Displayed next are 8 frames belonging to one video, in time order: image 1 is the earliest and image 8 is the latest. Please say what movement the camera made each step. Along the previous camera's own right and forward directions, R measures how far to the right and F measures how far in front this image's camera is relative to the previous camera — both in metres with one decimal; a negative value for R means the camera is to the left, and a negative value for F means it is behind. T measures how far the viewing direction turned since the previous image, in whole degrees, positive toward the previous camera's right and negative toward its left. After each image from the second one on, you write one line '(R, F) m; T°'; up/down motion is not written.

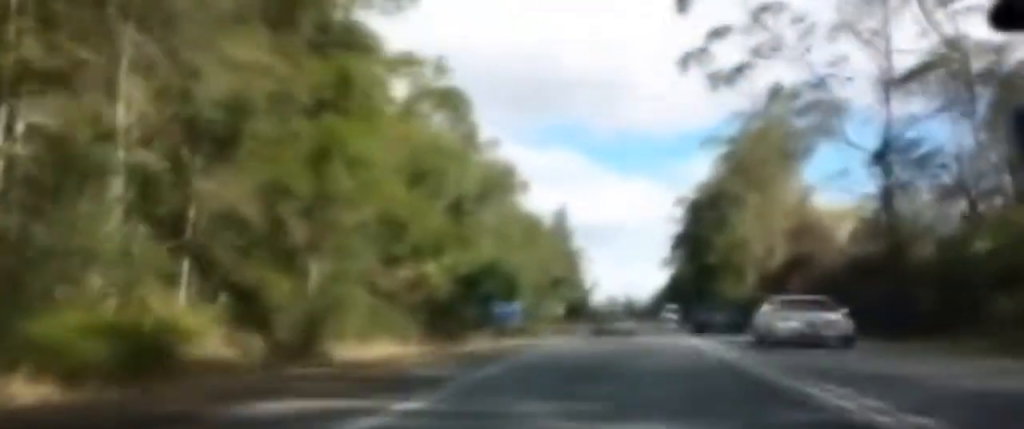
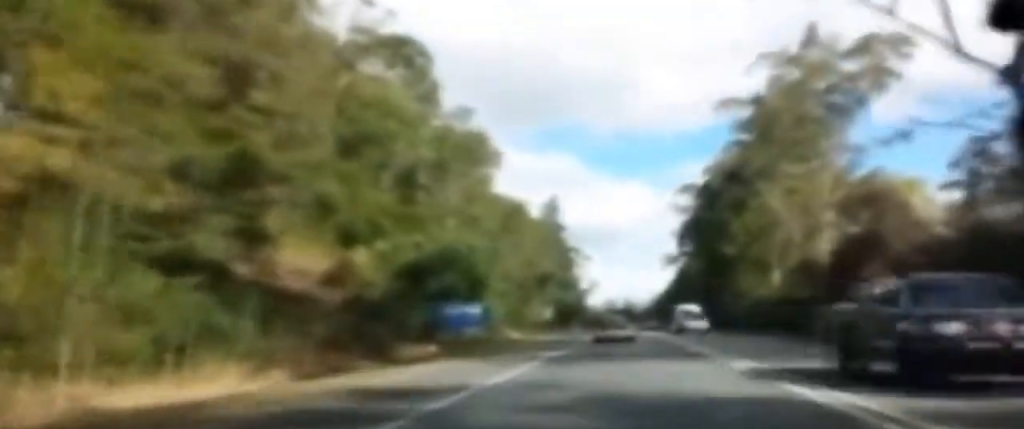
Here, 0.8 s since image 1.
(+0.4, +16.4) m; +1°
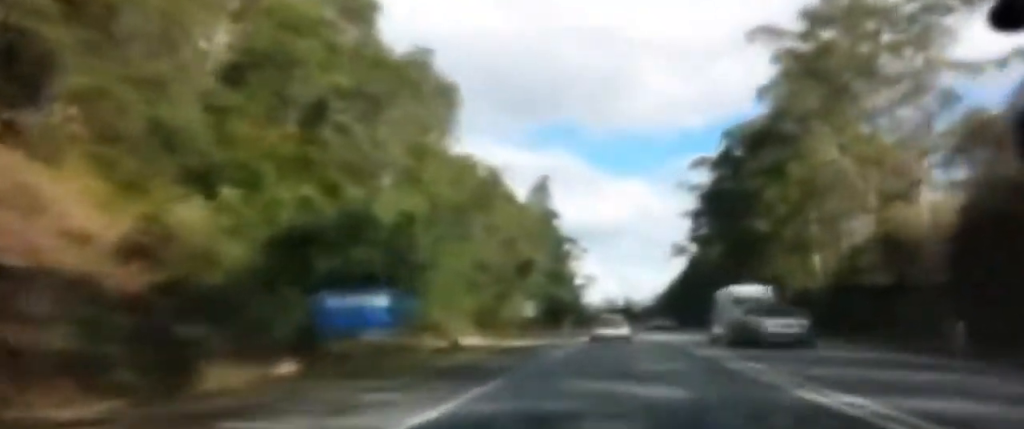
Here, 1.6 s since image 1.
(+0.5, +17.1) m; -1°
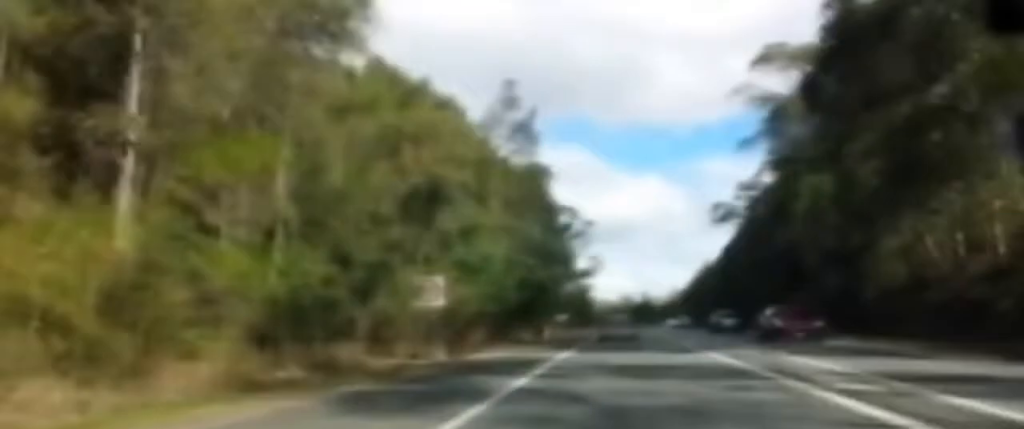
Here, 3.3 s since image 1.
(-1.8, +39.2) m; -4°
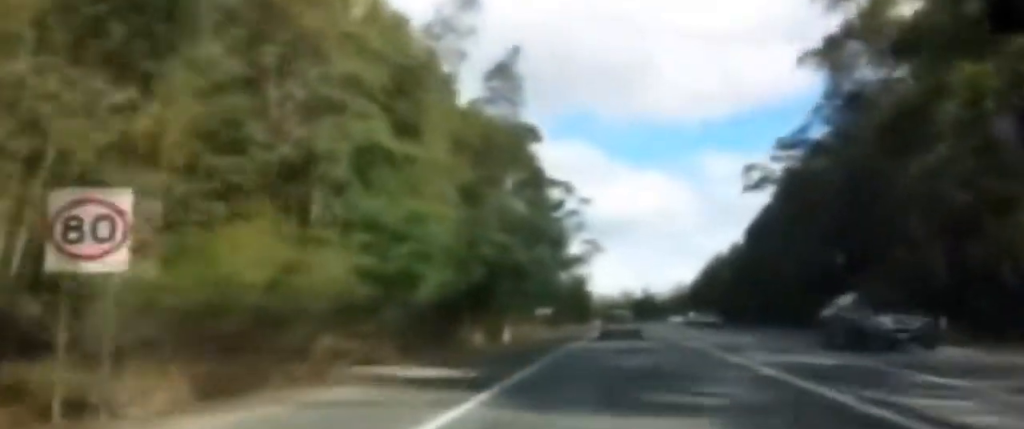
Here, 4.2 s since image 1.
(-0.5, +19.9) m; -2°
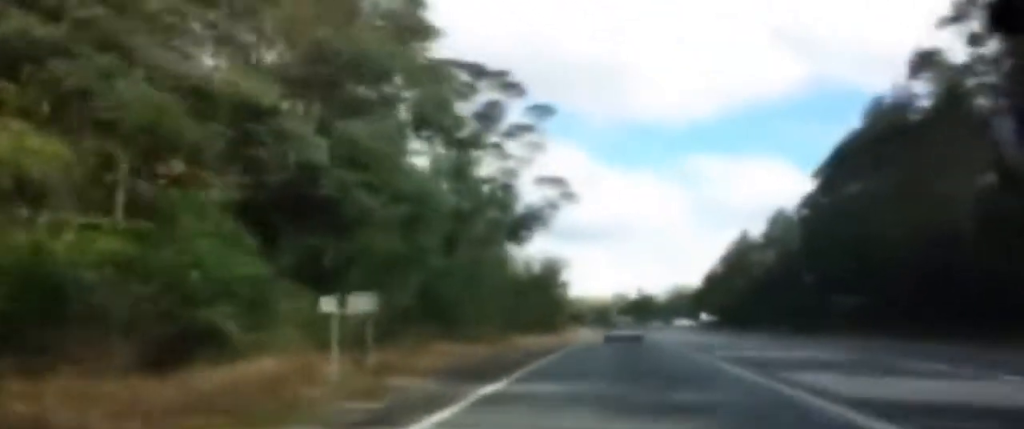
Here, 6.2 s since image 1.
(-1.5, +45.9) m; +1°
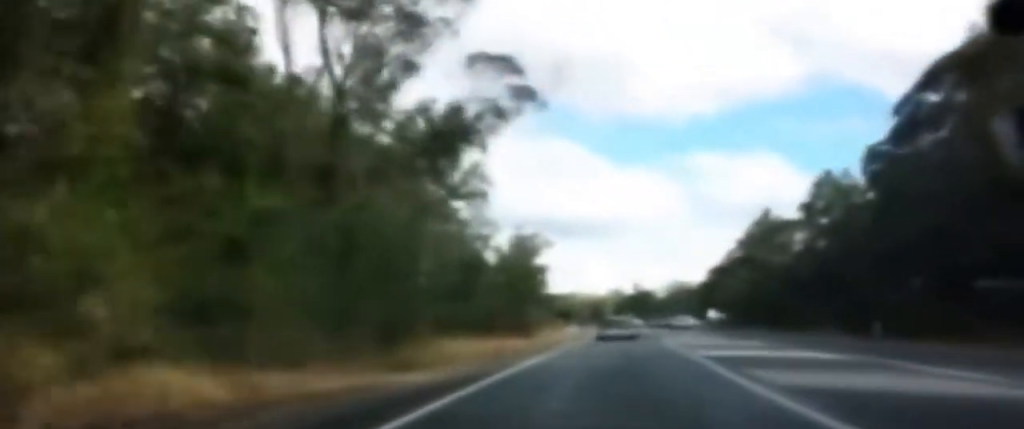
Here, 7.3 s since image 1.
(+1.6, +21.6) m; +2°
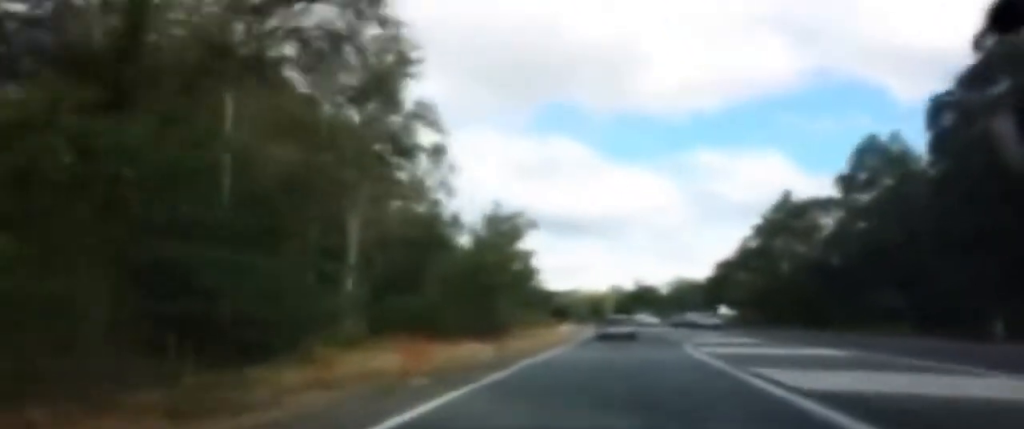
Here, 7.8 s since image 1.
(-0.4, +11.6) m; -1°
